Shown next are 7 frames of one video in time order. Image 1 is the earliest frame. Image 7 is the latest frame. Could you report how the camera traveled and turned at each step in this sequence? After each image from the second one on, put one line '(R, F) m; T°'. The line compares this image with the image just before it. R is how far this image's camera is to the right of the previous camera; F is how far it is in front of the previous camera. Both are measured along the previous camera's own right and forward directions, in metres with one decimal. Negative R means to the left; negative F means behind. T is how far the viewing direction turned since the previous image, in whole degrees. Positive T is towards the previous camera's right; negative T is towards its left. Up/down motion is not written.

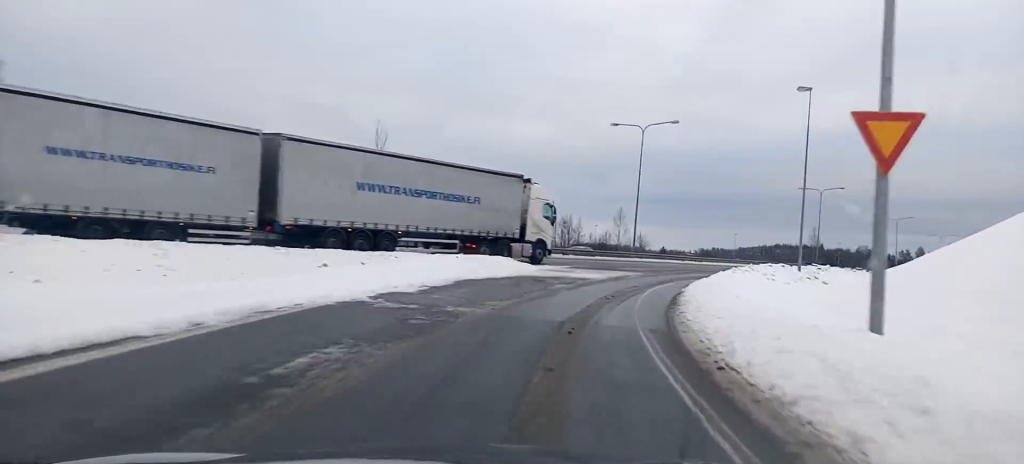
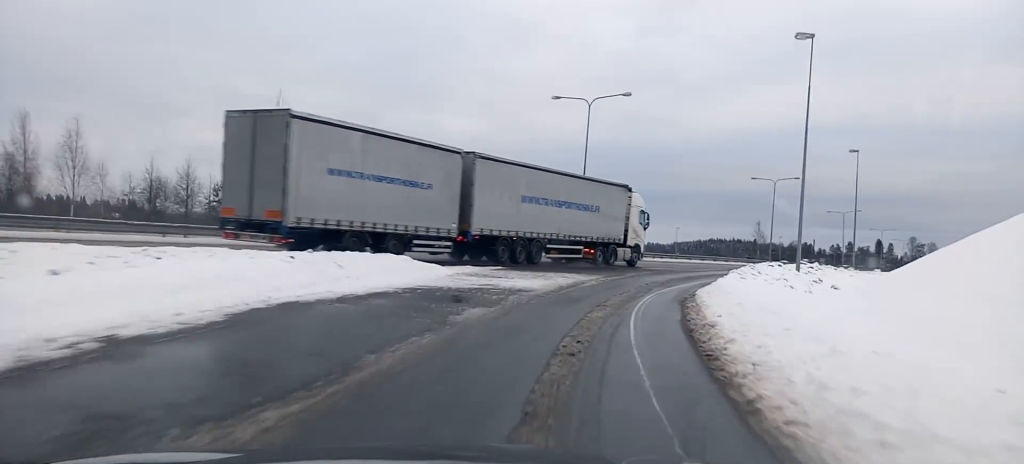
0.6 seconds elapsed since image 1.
(0.0, +10.6) m; +4°
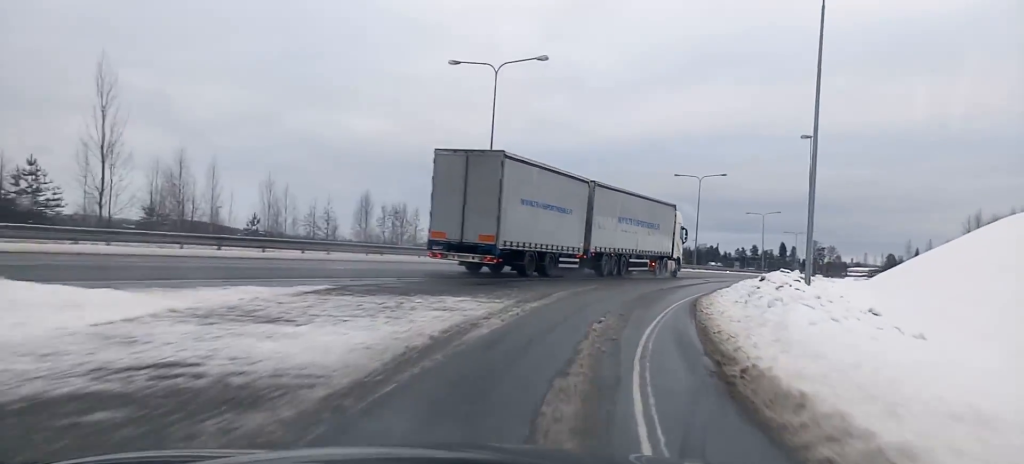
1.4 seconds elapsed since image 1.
(+0.9, +12.1) m; +5°
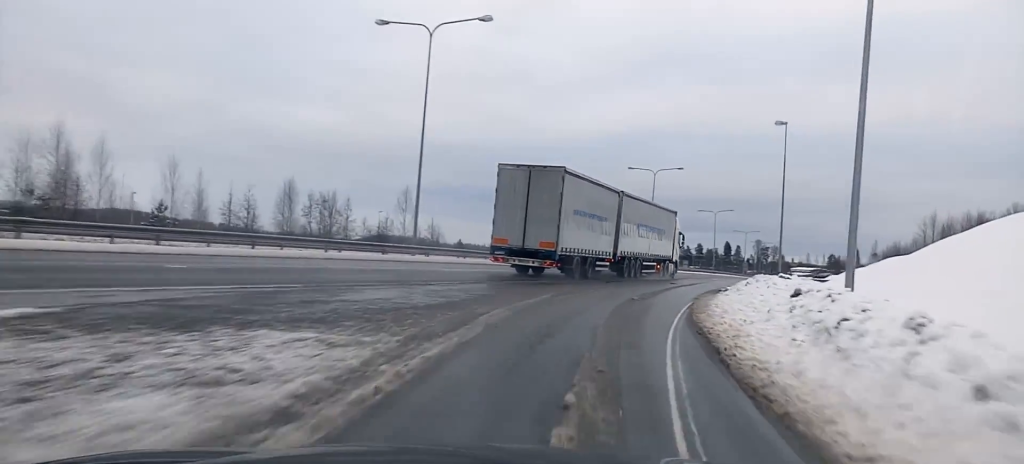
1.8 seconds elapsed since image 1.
(+0.2, +6.8) m; +3°
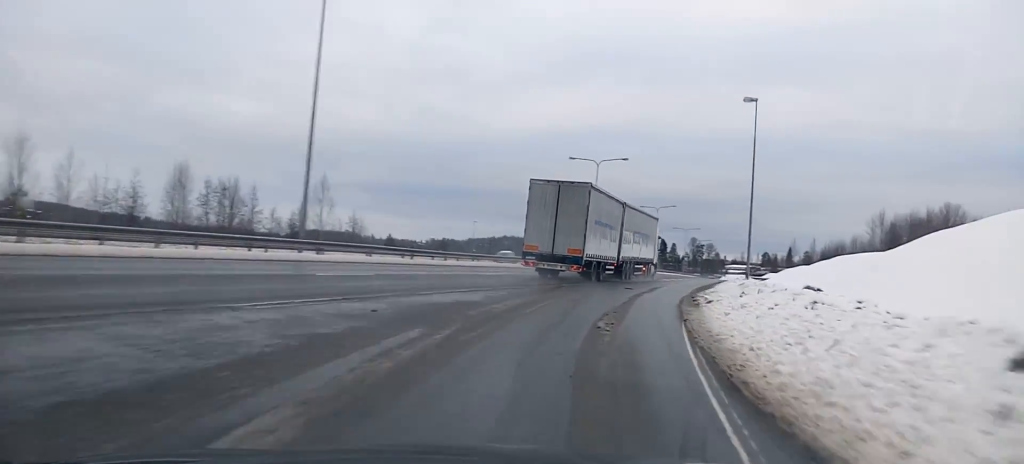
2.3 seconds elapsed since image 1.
(+0.1, +7.9) m; +4°
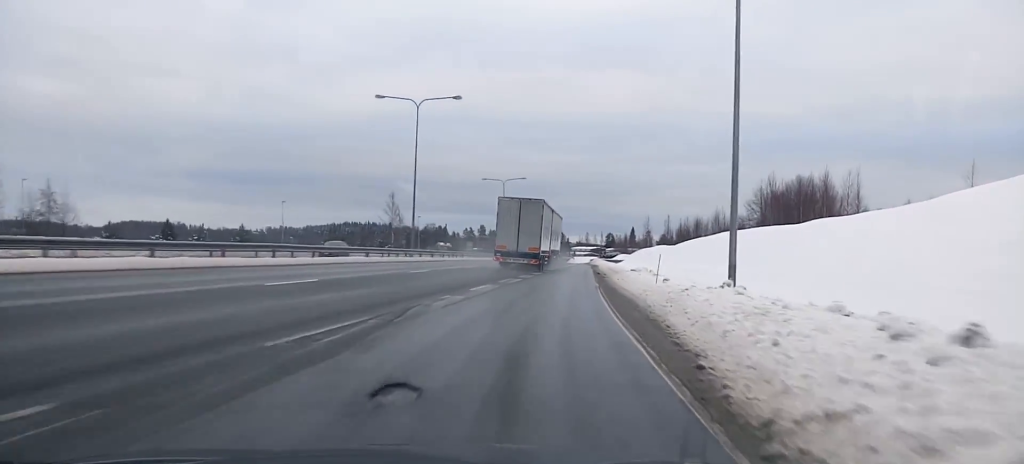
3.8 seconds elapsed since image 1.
(+3.0, +24.6) m; +13°
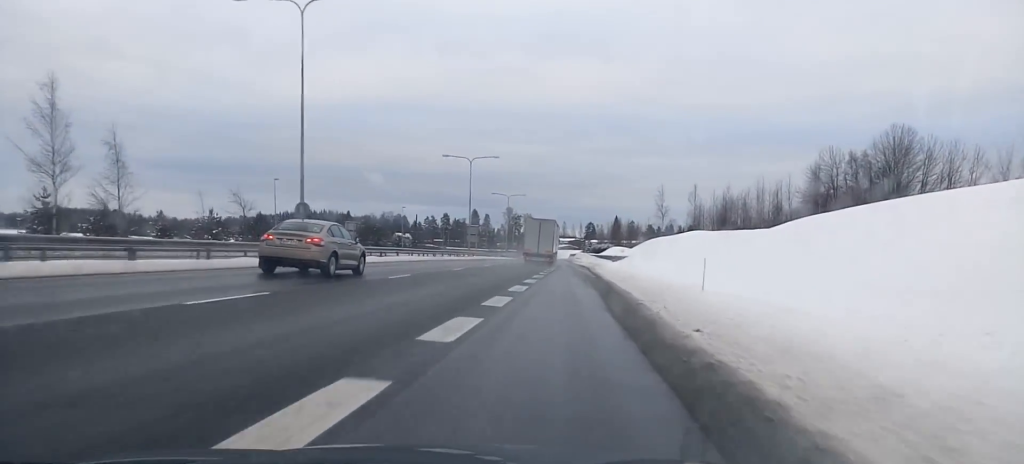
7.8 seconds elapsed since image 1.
(+10.0, +75.0) m; +9°
